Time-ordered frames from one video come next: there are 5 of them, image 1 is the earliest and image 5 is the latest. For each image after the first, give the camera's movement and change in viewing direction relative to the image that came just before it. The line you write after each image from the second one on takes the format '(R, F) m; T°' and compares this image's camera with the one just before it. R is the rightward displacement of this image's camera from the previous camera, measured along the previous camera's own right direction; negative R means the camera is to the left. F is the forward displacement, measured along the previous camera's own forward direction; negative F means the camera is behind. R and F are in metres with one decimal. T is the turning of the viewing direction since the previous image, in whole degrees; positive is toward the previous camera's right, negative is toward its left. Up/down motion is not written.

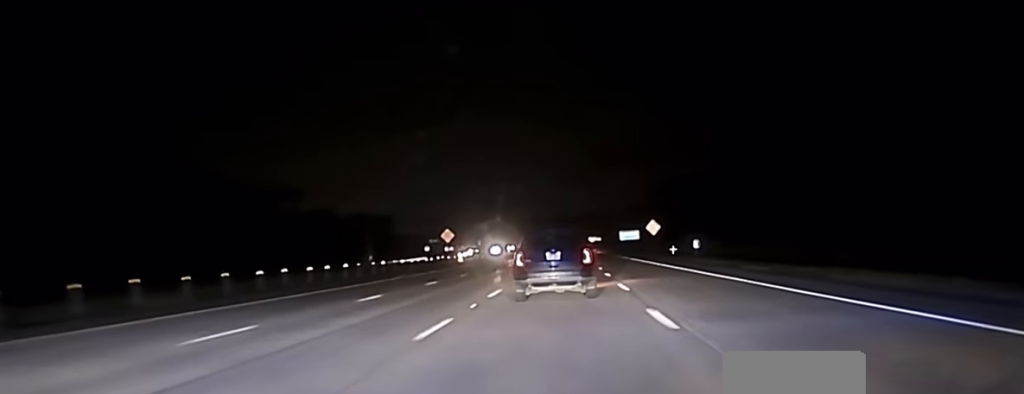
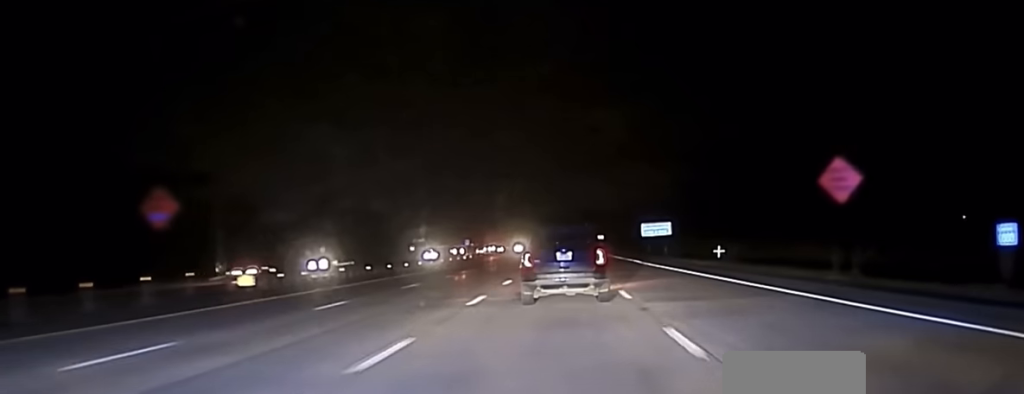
(+0.4, +85.5) m; +1°
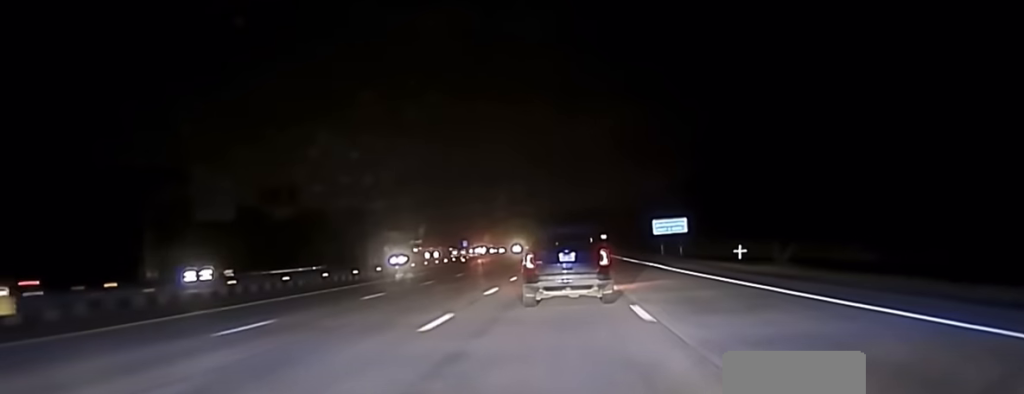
(+0.1, +19.2) m; 0°
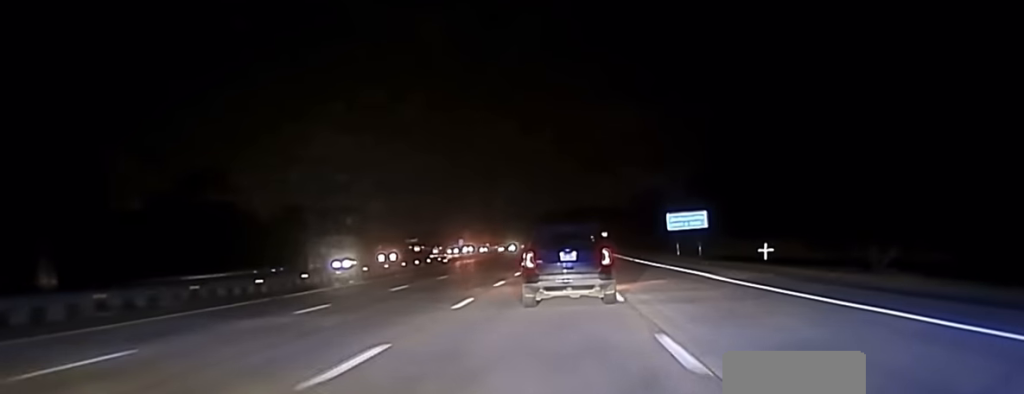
(0.0, +18.4) m; 0°
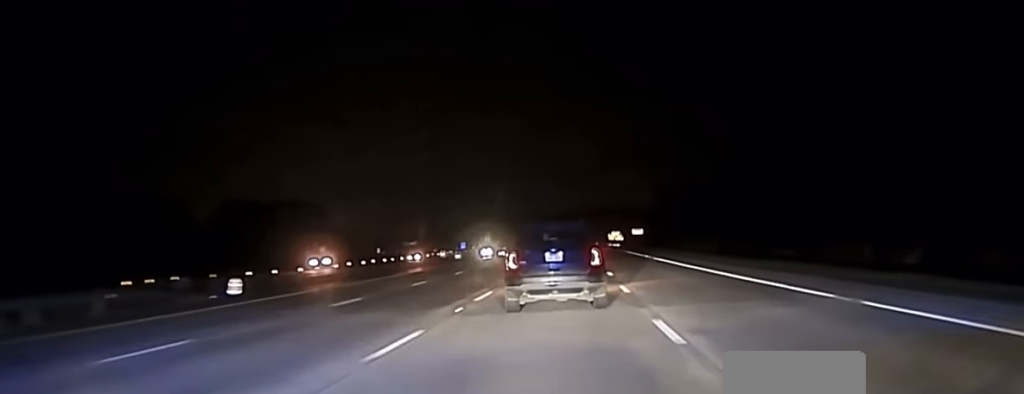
(-0.9, +74.3) m; -2°
